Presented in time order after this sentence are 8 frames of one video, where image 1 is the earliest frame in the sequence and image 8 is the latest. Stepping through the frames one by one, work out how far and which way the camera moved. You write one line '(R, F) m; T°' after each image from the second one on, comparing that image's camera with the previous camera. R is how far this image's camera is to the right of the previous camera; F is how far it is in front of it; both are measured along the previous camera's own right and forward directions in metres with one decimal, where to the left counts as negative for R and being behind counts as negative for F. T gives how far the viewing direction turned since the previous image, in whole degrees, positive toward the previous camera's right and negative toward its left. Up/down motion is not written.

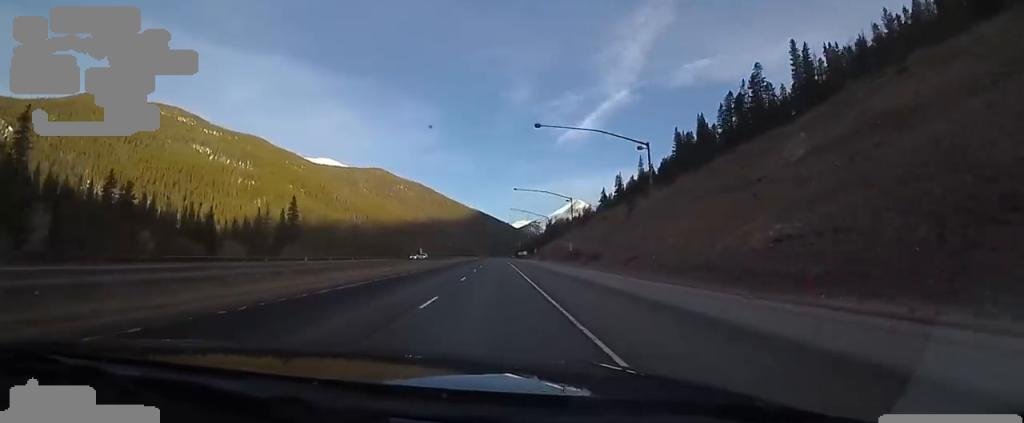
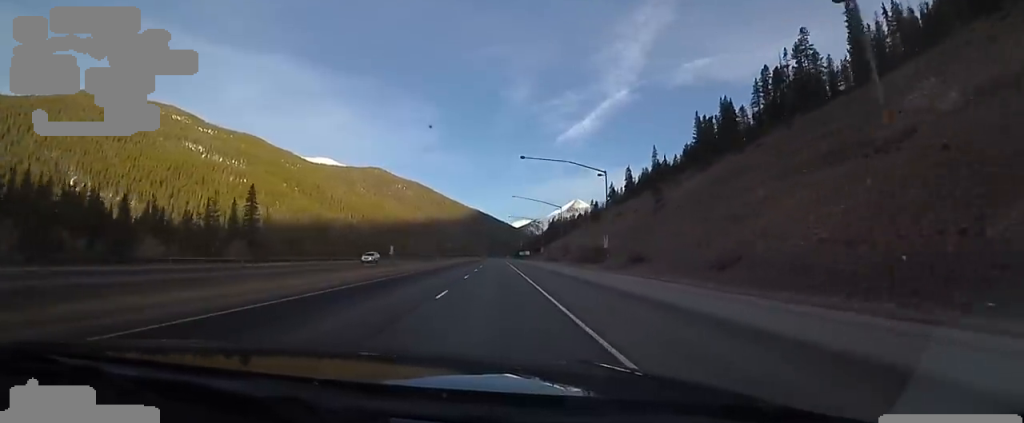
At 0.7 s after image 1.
(+0.1, +21.9) m; +1°
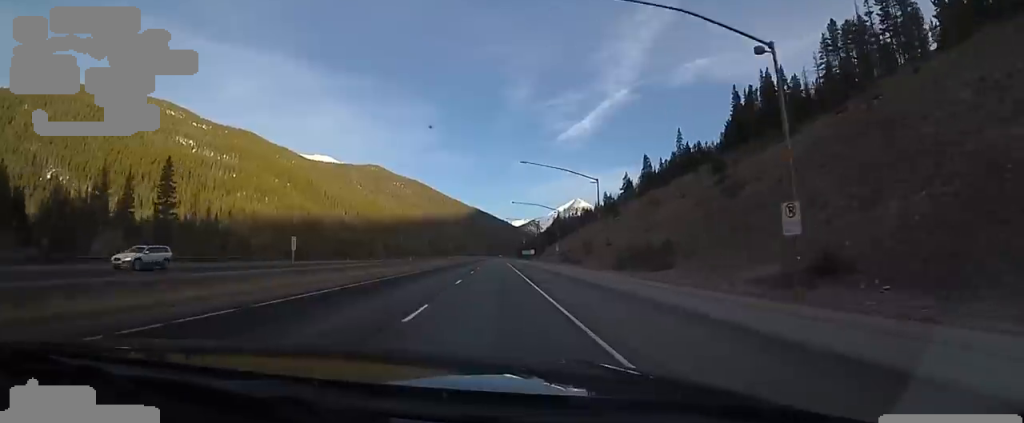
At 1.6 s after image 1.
(+0.9, +29.3) m; +1°
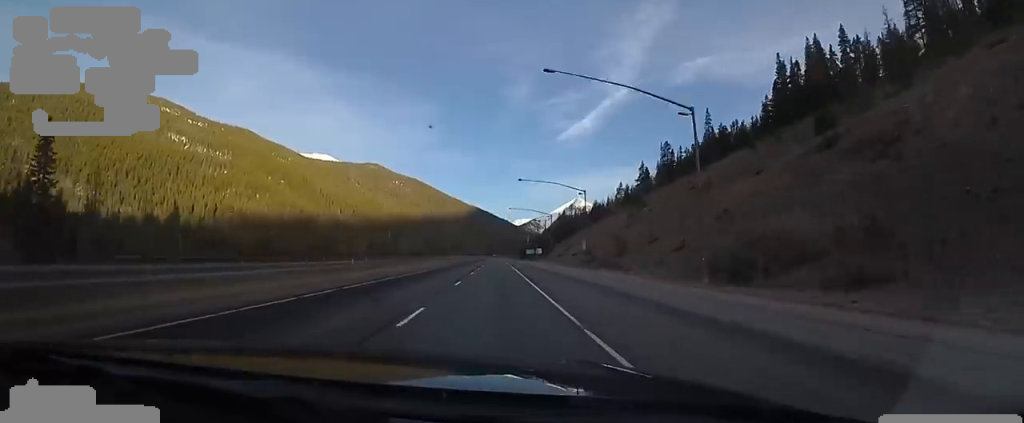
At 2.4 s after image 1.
(0.0, +25.1) m; -2°
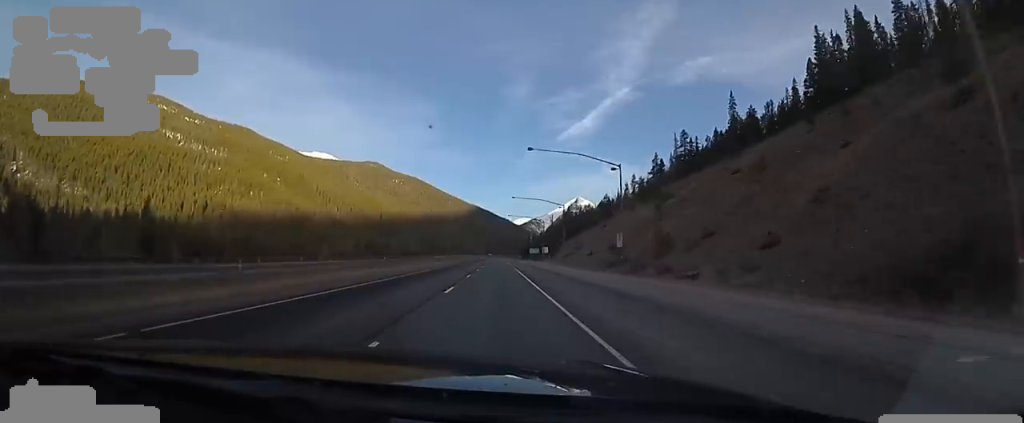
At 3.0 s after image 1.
(-0.8, +16.6) m; 0°
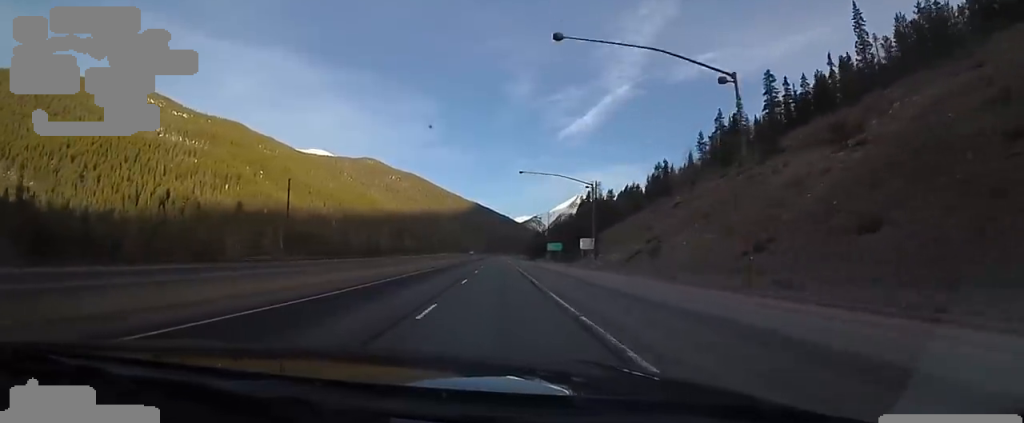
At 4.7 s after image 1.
(+1.6, +54.8) m; +3°
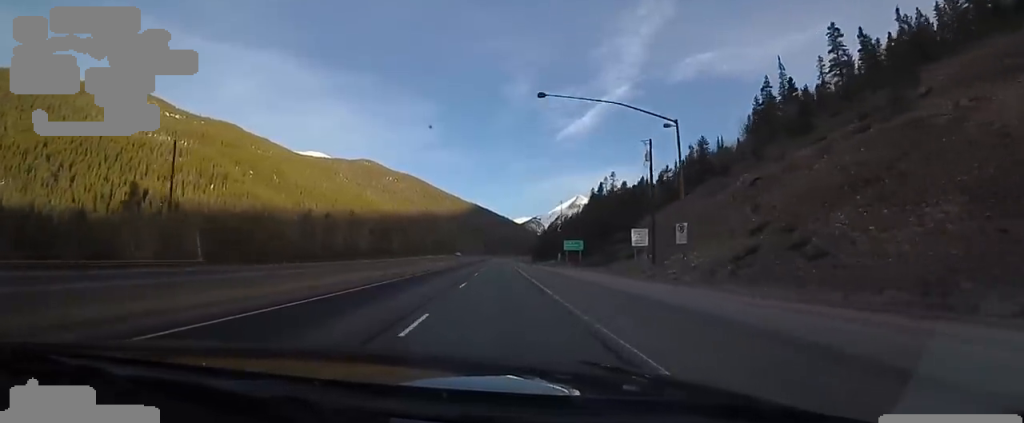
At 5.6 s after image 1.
(0.0, +25.6) m; 0°
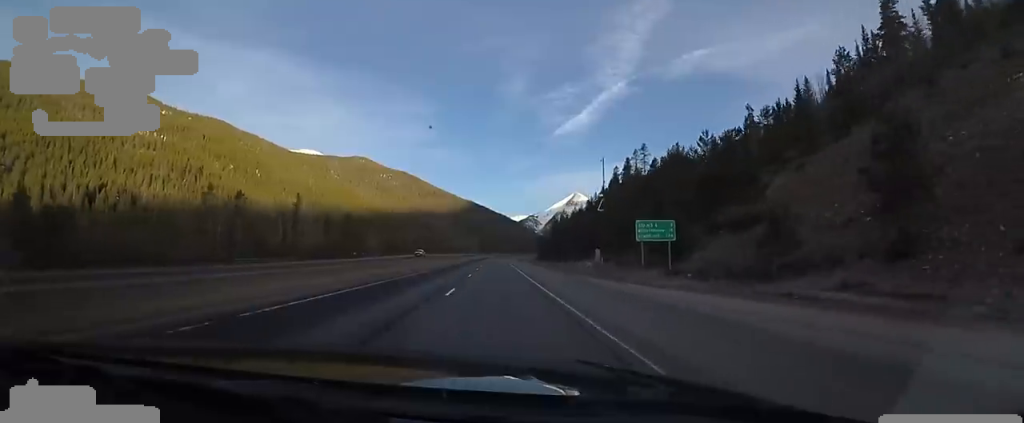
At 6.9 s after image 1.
(-1.1, +39.8) m; -2°
